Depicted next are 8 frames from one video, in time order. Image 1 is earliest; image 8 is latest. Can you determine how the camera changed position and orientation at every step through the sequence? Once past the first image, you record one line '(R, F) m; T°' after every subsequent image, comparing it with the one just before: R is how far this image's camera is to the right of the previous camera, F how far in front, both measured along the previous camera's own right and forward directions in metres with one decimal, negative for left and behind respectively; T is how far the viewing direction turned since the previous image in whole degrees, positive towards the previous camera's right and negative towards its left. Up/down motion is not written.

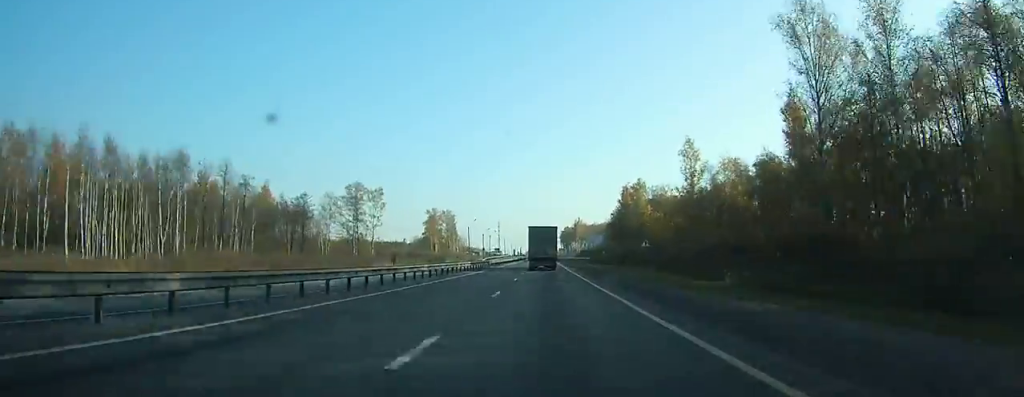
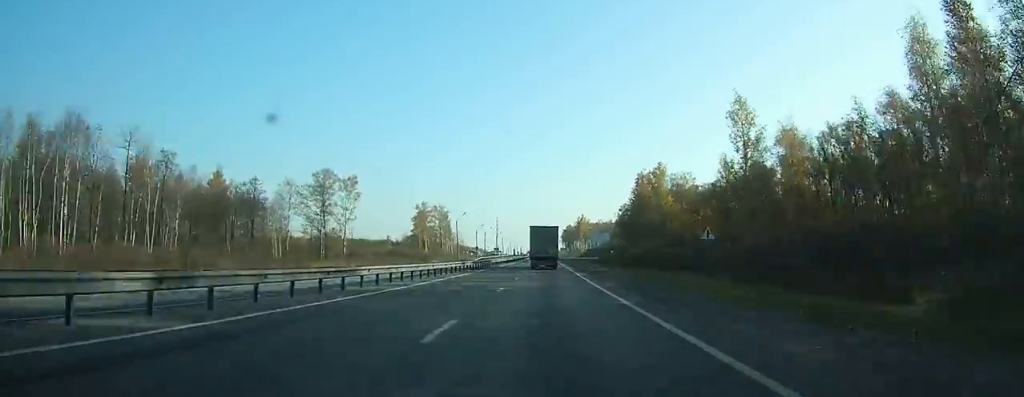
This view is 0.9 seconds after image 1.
(+0.1, +22.5) m; 0°
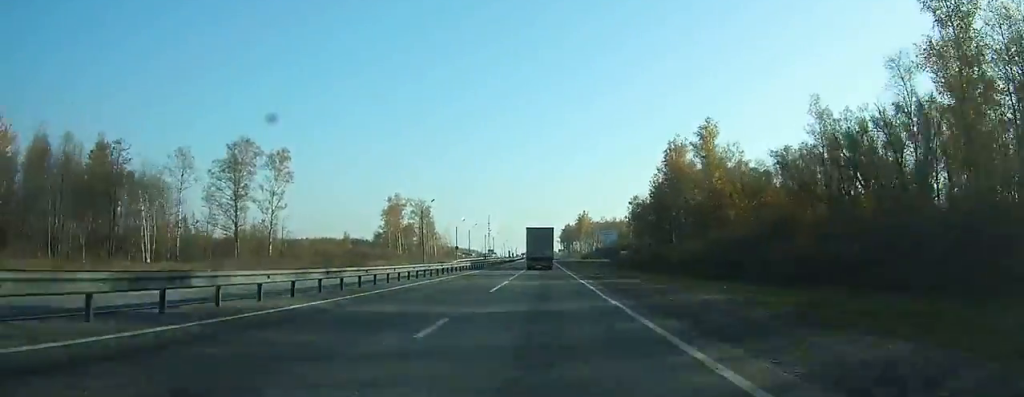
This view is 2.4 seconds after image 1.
(-0.2, +35.3) m; 0°
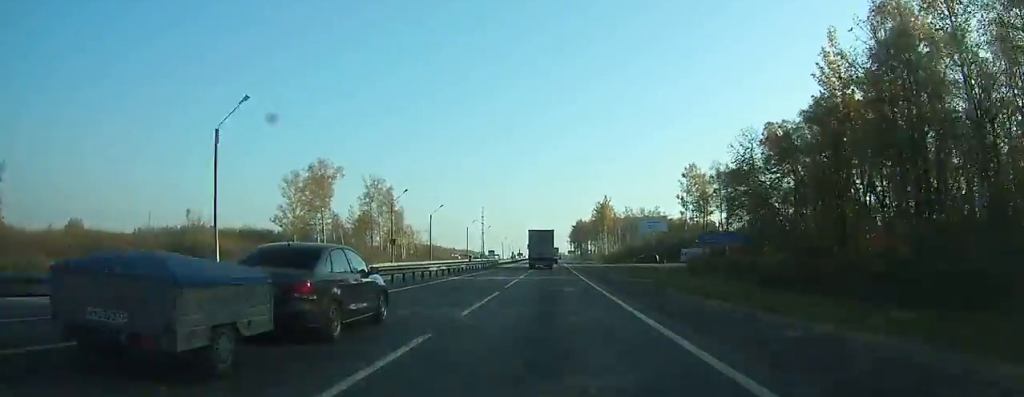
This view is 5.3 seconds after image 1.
(+0.8, +68.8) m; +5°
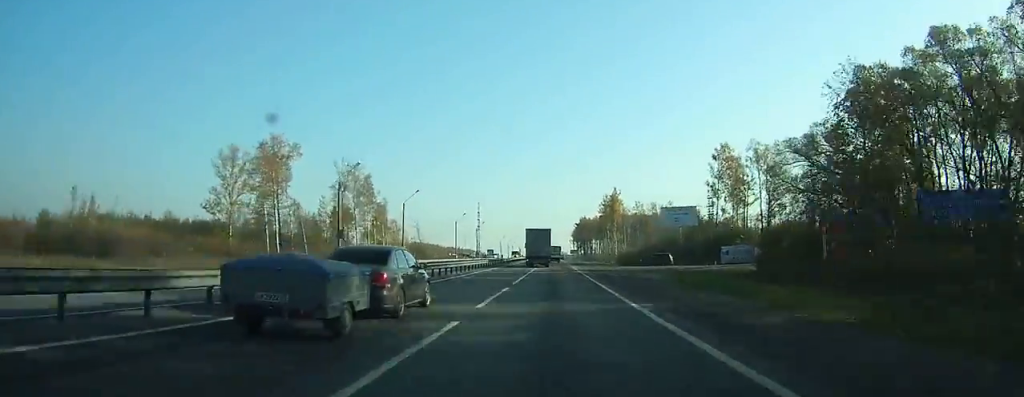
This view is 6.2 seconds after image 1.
(+2.8, +22.3) m; -3°
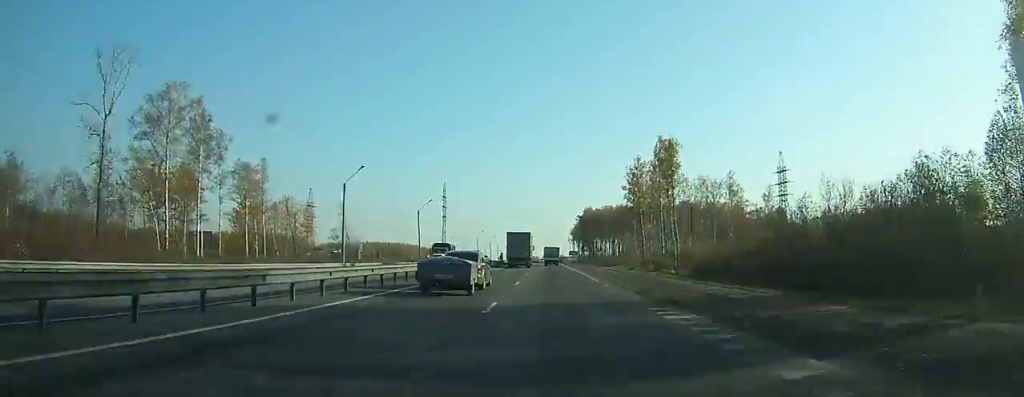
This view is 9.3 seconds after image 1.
(-9.7, +73.3) m; -8°
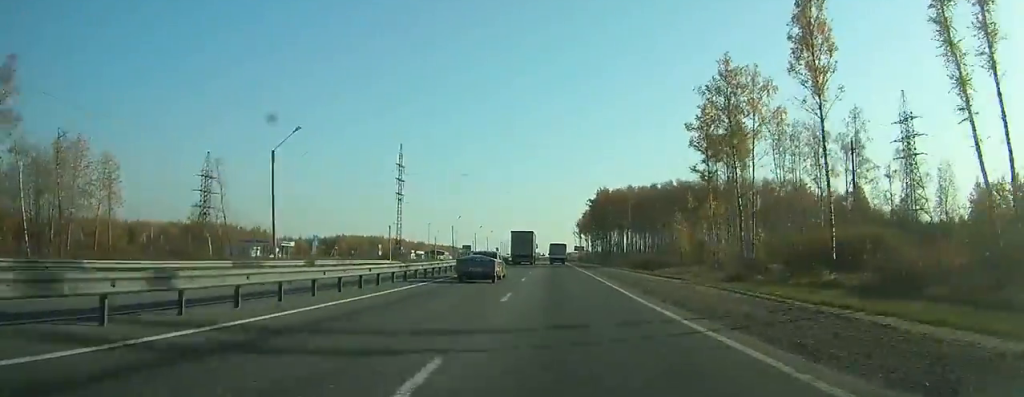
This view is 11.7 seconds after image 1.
(+5.5, +56.5) m; +5°
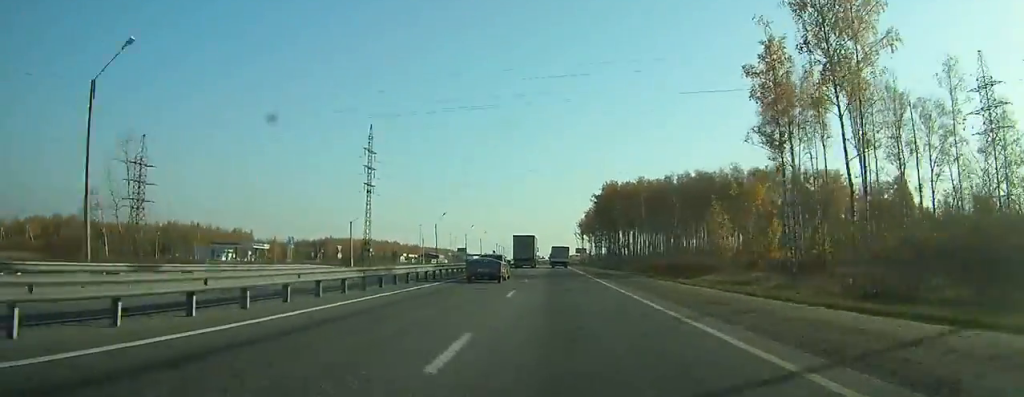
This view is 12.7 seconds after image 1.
(0.0, +21.8) m; 0°
